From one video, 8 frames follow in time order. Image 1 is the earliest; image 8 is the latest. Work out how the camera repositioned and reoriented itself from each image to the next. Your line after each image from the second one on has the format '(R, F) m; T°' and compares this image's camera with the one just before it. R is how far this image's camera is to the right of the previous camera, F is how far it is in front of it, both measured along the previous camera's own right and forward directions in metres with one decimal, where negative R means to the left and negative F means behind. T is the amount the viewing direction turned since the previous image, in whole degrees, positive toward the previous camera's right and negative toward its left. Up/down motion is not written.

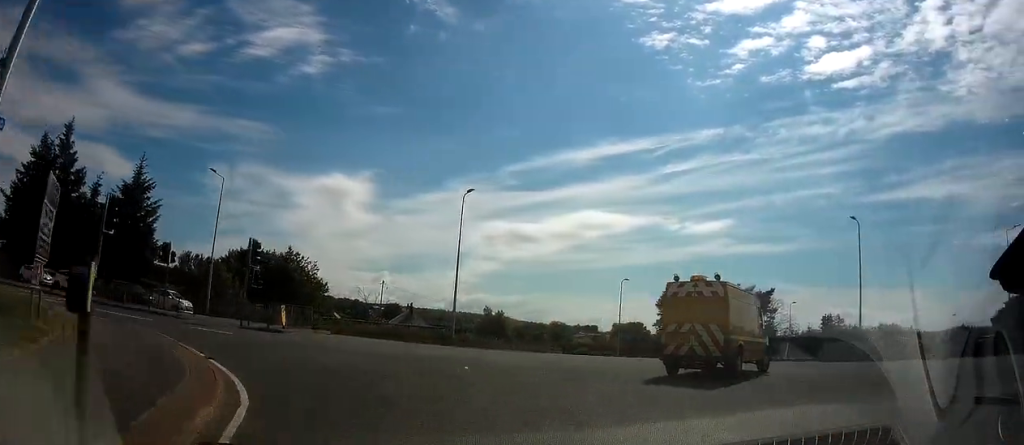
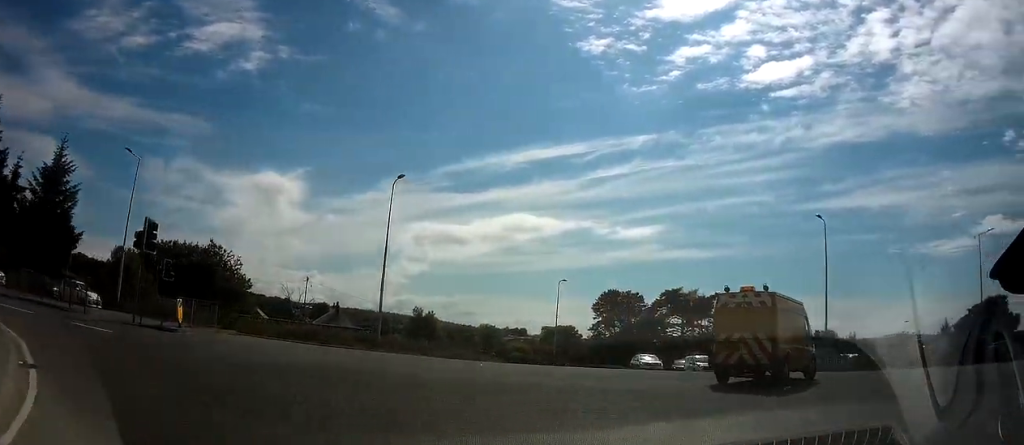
(+1.2, +3.4) m; +1°
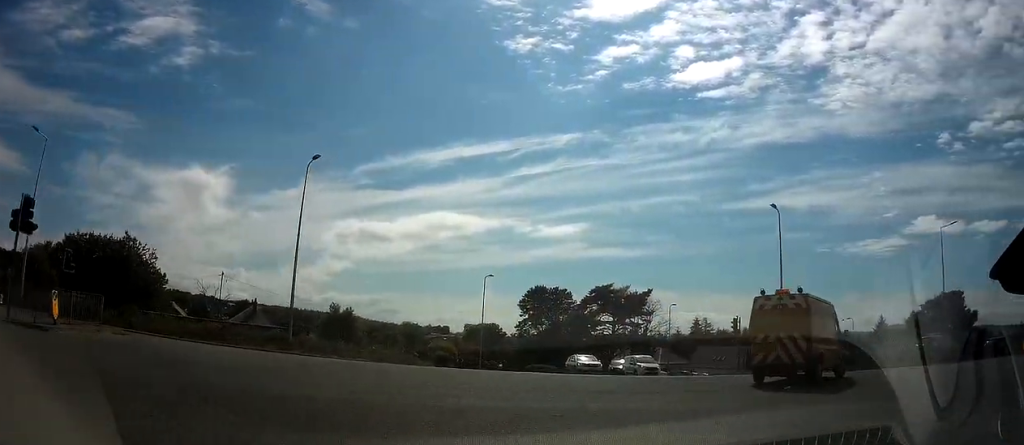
(+0.5, +3.0) m; +1°
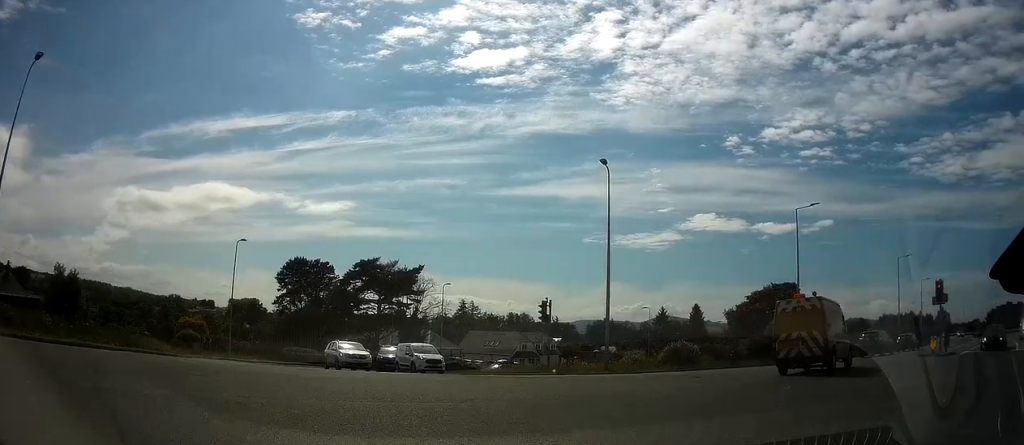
(-0.5, +7.7) m; +12°
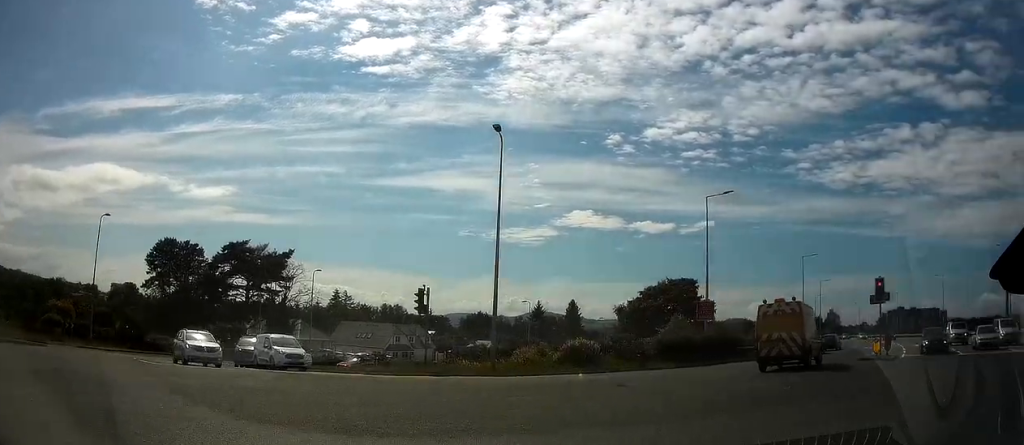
(+0.8, +4.0) m; +12°
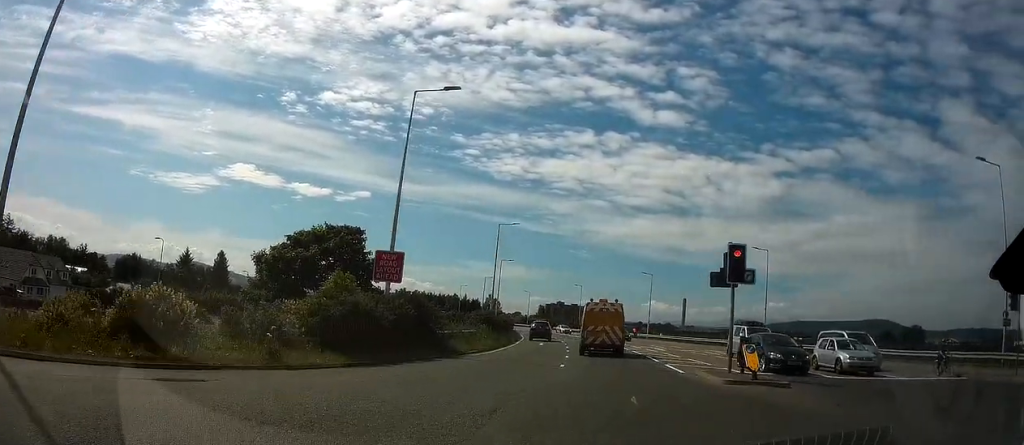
(+2.4, +13.3) m; +44°
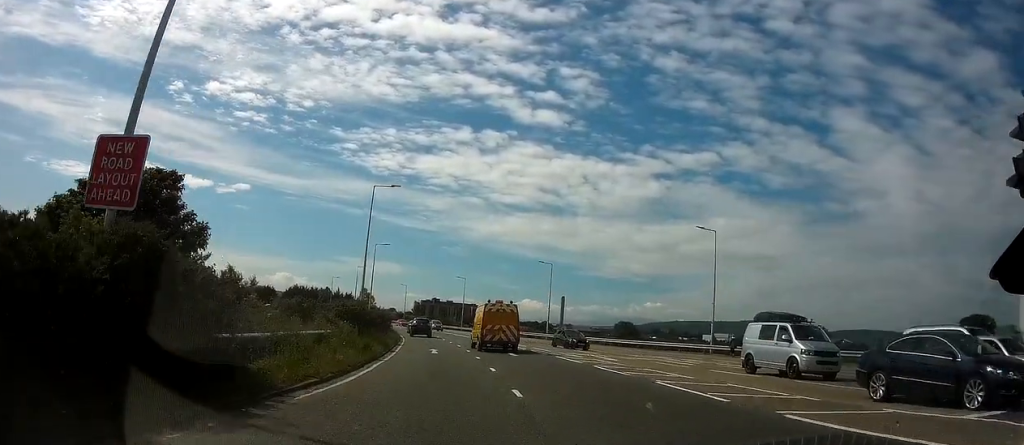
(+5.0, +12.0) m; +22°
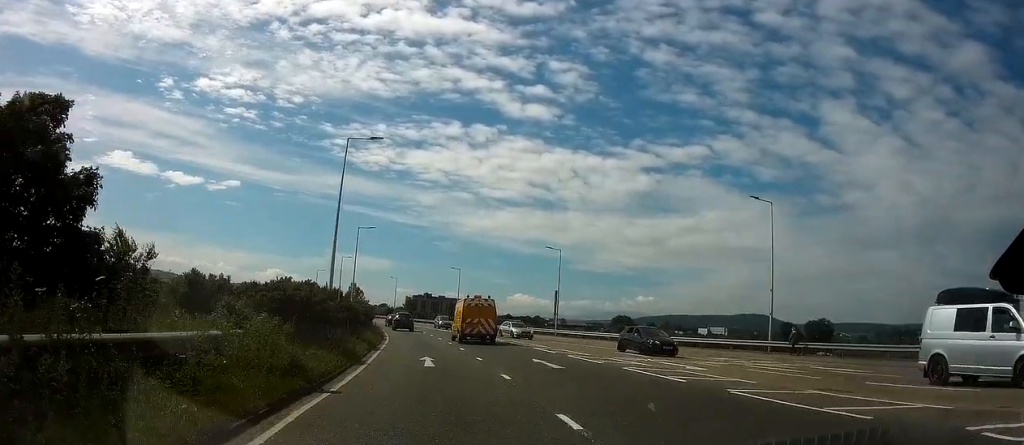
(-0.8, +10.4) m; -4°
